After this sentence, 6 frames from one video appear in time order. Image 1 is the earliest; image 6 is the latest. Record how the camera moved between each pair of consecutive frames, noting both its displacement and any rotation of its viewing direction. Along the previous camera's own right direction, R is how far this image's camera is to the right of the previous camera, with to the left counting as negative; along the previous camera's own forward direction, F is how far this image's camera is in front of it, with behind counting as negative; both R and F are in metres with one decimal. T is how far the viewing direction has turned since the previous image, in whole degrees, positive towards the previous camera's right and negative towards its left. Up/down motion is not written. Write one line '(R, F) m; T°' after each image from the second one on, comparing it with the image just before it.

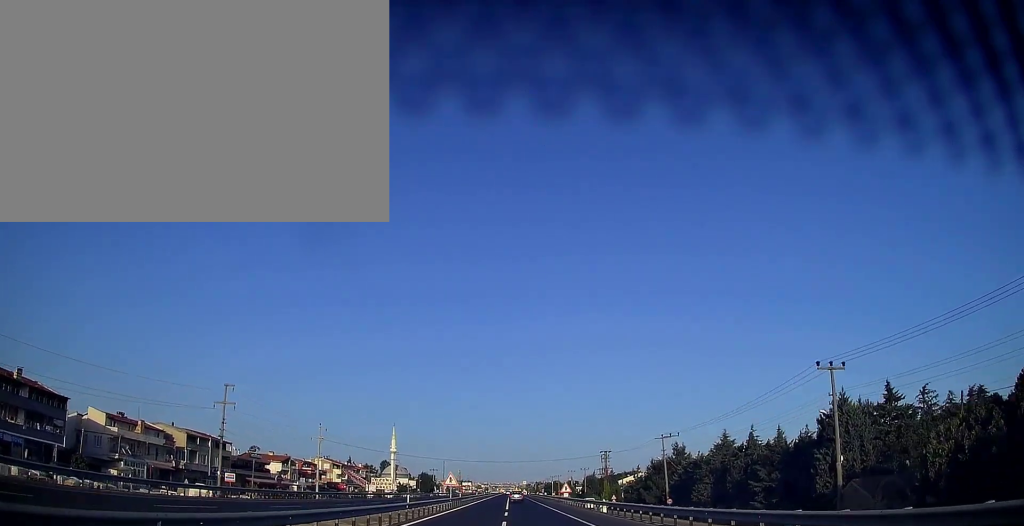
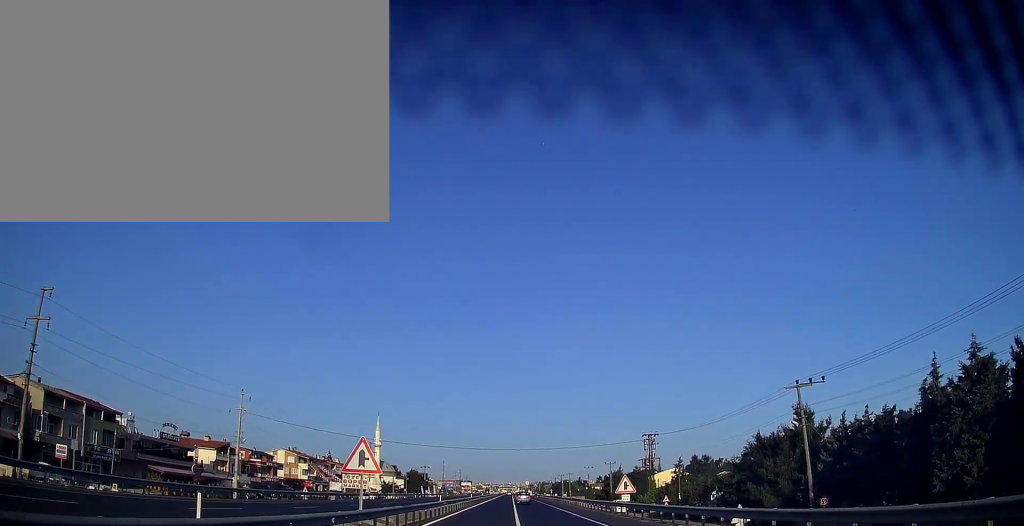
(-0.1, +33.5) m; 0°
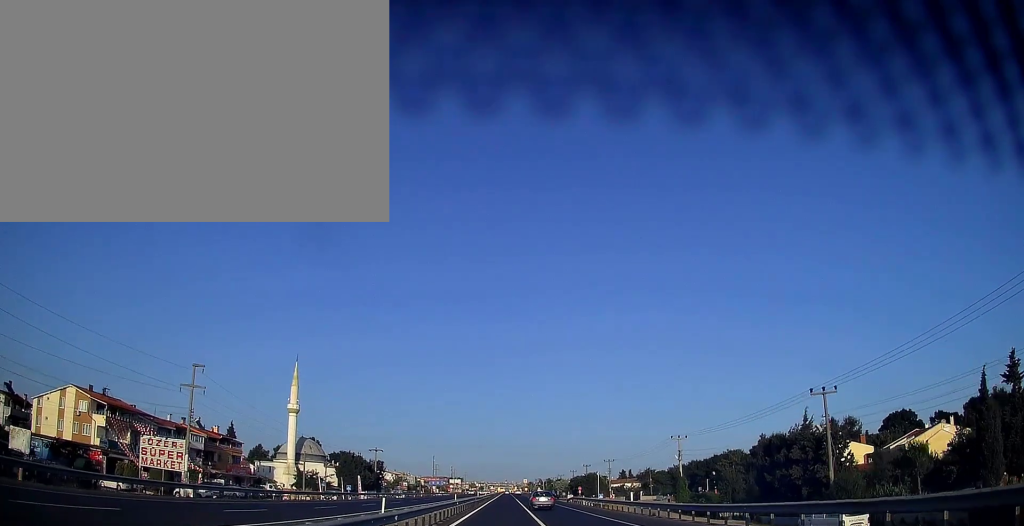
(+0.4, +81.6) m; 0°
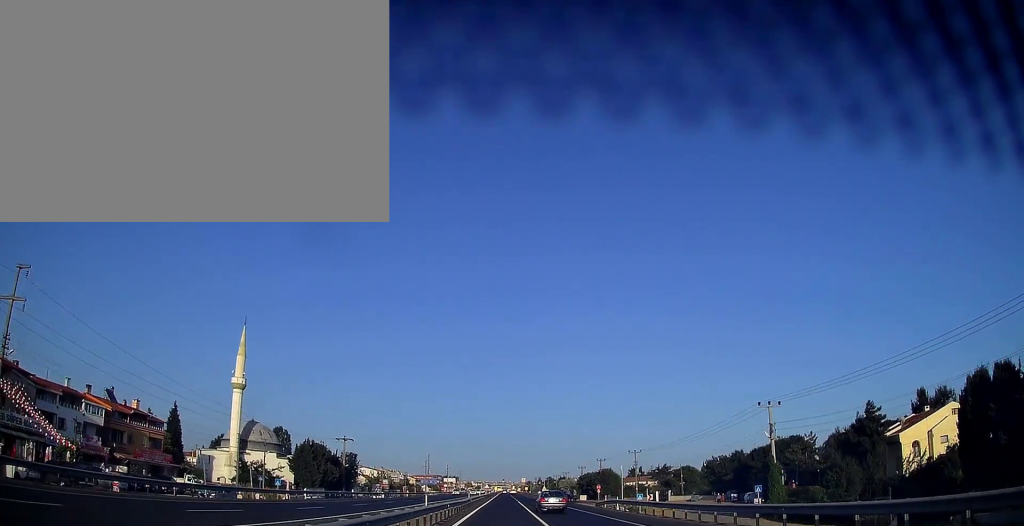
(+0.1, +26.6) m; 0°
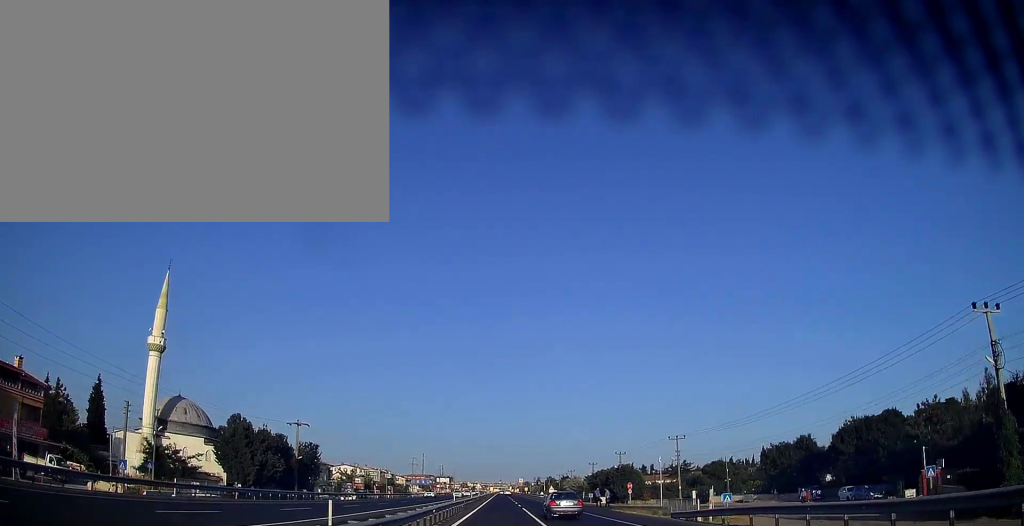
(0.0, +25.6) m; 0°
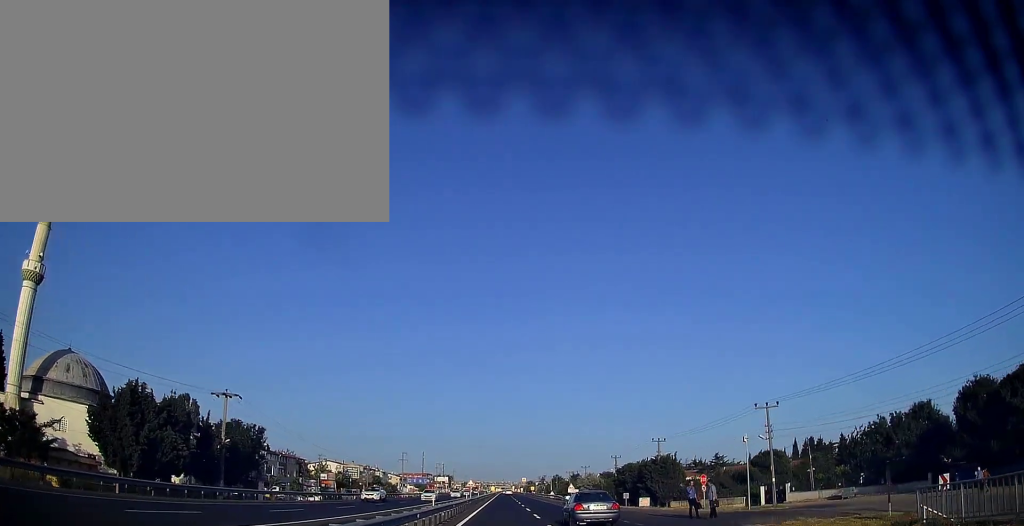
(+0.1, +25.5) m; 0°
